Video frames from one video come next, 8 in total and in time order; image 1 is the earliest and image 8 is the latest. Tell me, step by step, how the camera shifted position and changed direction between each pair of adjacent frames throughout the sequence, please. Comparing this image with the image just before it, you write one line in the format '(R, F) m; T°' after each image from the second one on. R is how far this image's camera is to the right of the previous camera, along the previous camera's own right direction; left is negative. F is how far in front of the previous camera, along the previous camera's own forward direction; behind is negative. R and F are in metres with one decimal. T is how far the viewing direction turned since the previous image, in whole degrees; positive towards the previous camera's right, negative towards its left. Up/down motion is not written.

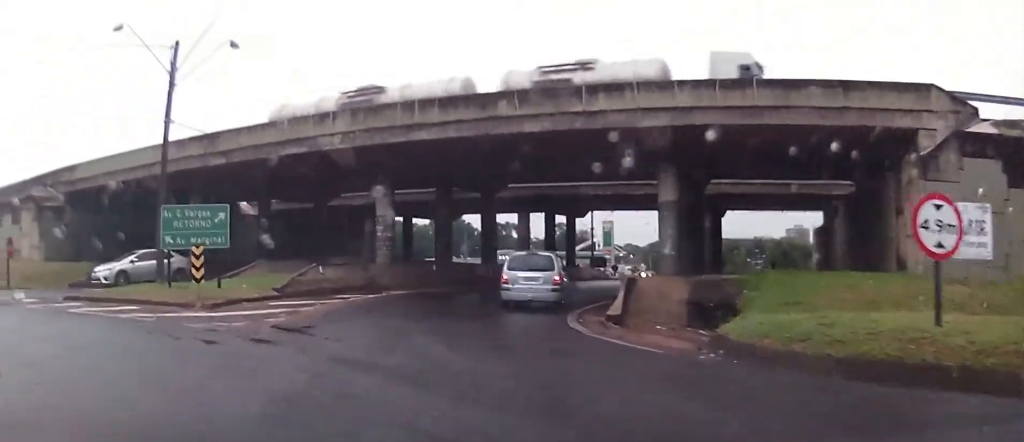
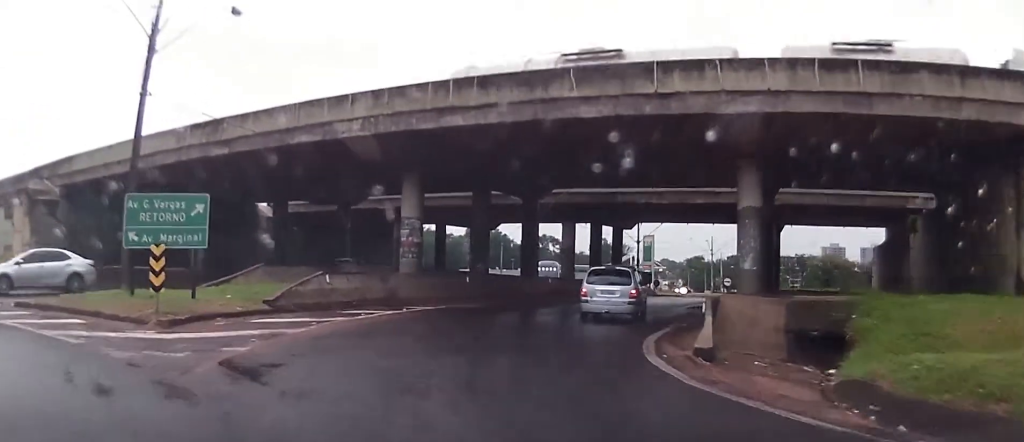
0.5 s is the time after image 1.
(-0.2, +3.7) m; -2°
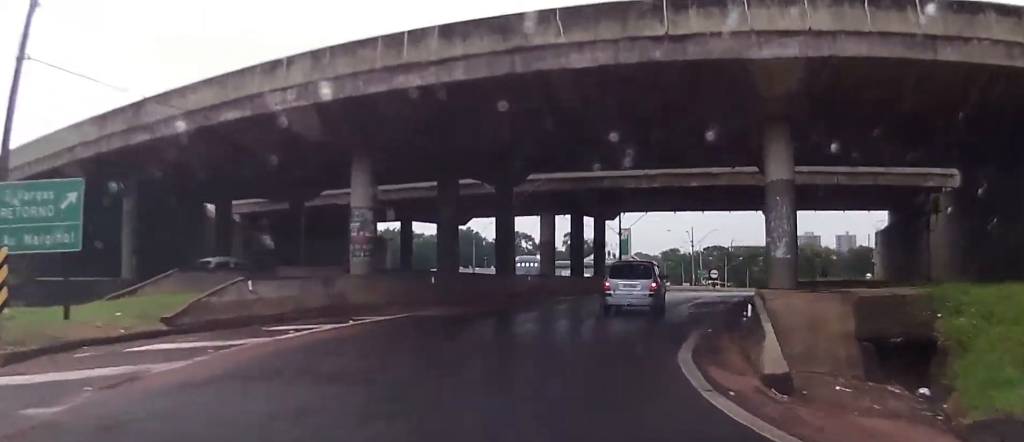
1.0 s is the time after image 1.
(-0.1, +3.6) m; 0°
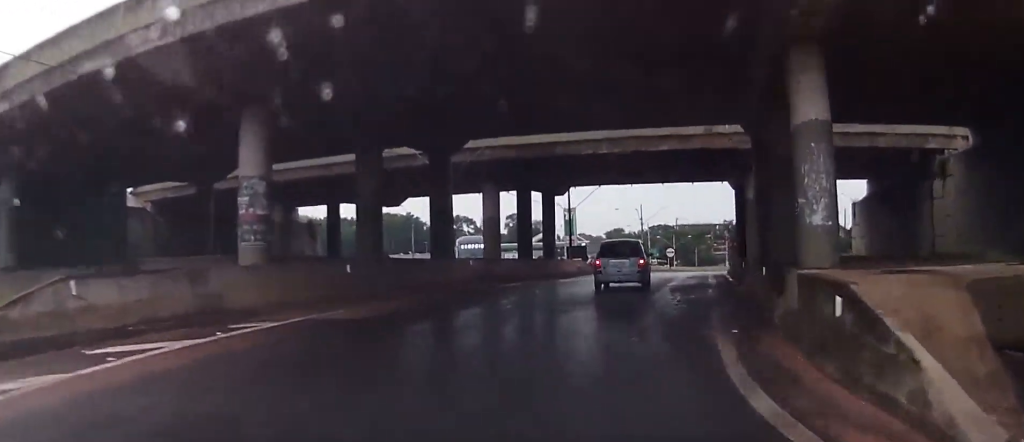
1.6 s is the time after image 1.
(0.0, +3.8) m; +1°
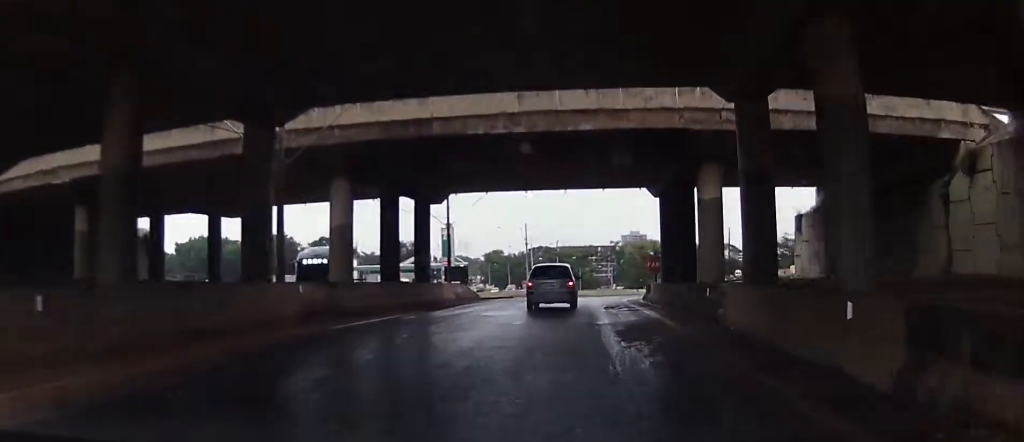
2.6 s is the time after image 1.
(+0.2, +6.8) m; +4°
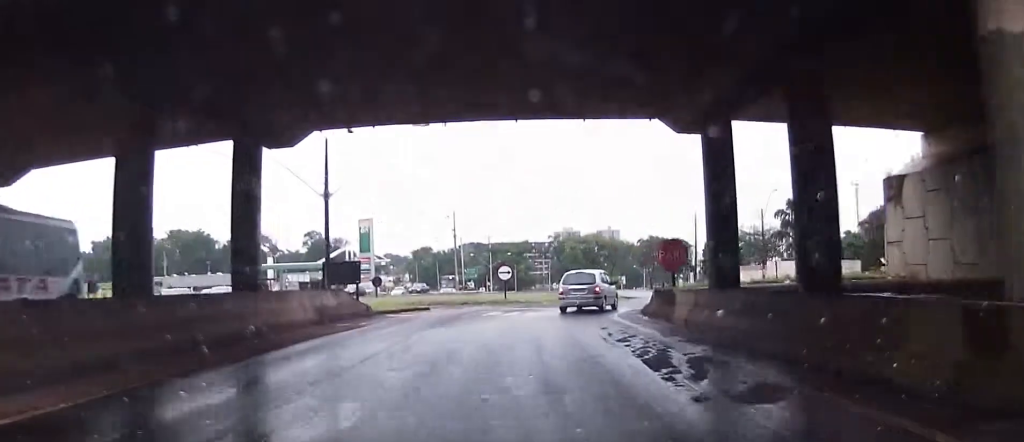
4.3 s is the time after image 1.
(+1.1, +13.4) m; +8°
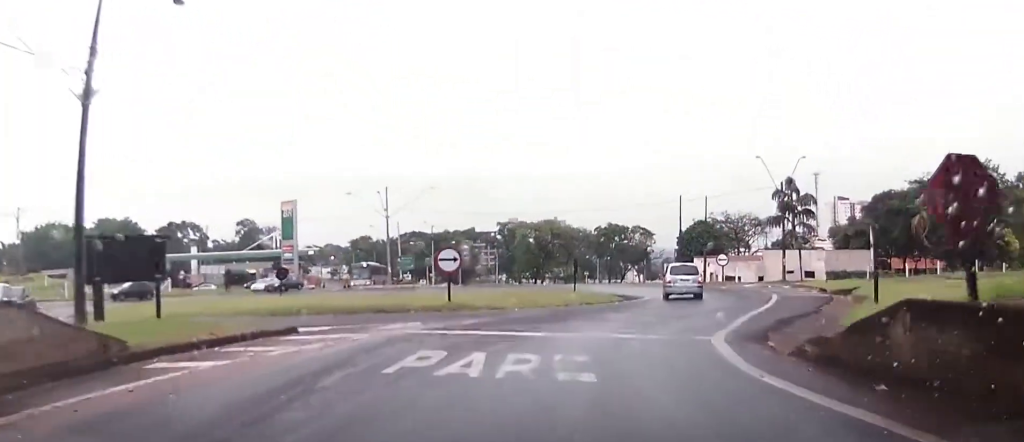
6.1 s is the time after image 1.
(+0.7, +15.0) m; +7°
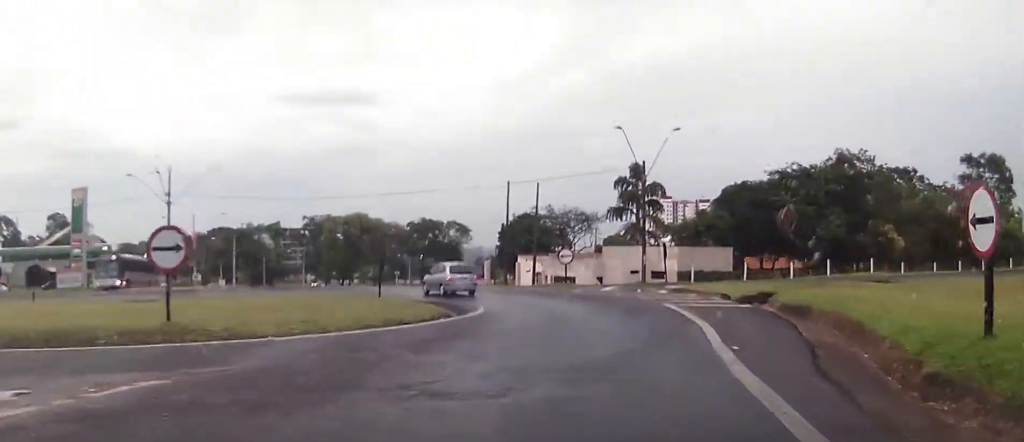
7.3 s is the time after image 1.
(+0.9, +10.6) m; +9°
